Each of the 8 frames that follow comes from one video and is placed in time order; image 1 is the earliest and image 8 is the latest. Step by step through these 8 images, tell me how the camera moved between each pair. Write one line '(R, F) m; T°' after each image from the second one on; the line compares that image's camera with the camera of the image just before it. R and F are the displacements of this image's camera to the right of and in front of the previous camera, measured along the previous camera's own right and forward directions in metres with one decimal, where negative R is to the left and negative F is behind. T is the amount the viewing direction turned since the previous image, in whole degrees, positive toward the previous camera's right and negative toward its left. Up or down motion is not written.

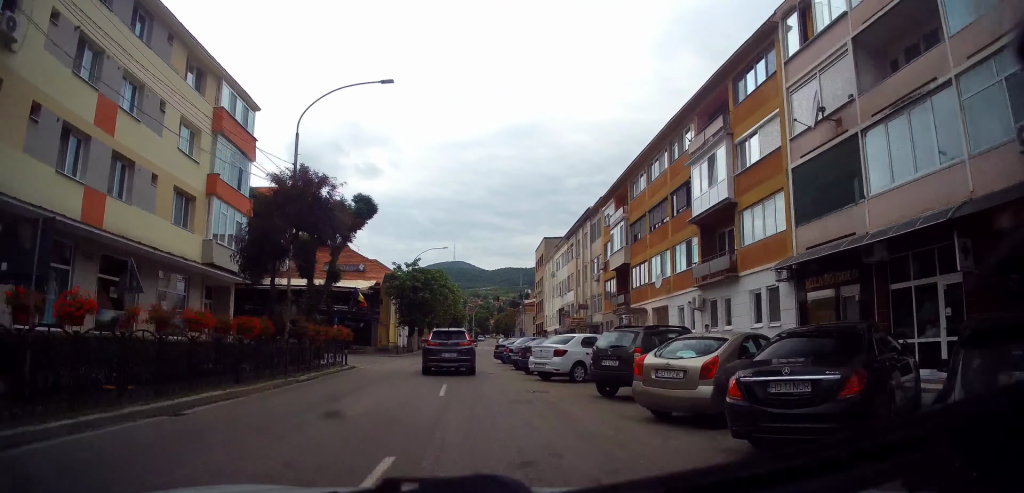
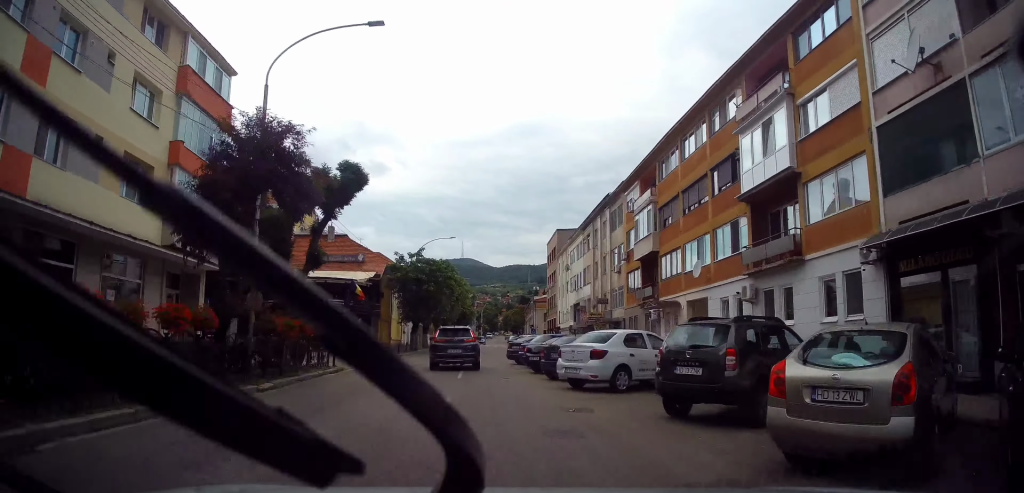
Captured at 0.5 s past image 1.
(0.0, +3.8) m; +1°
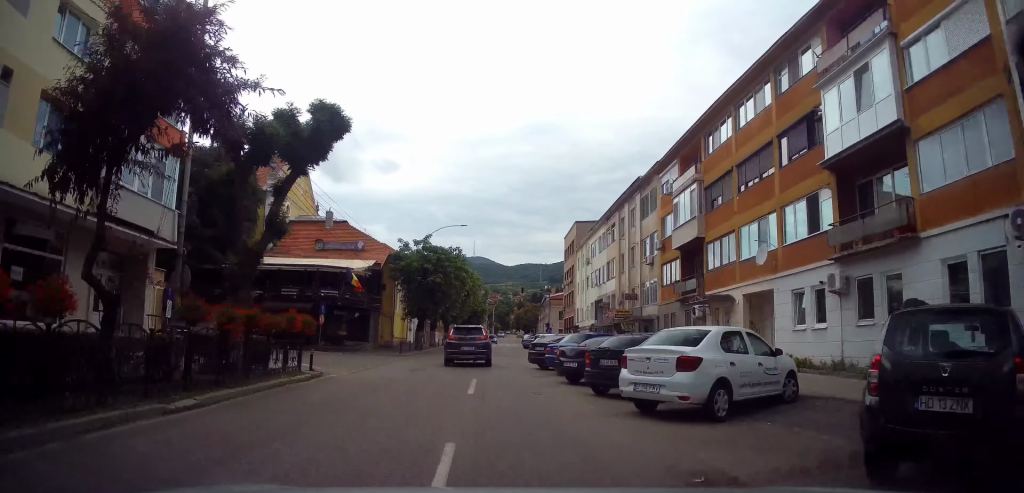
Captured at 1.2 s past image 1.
(0.0, +4.7) m; 0°
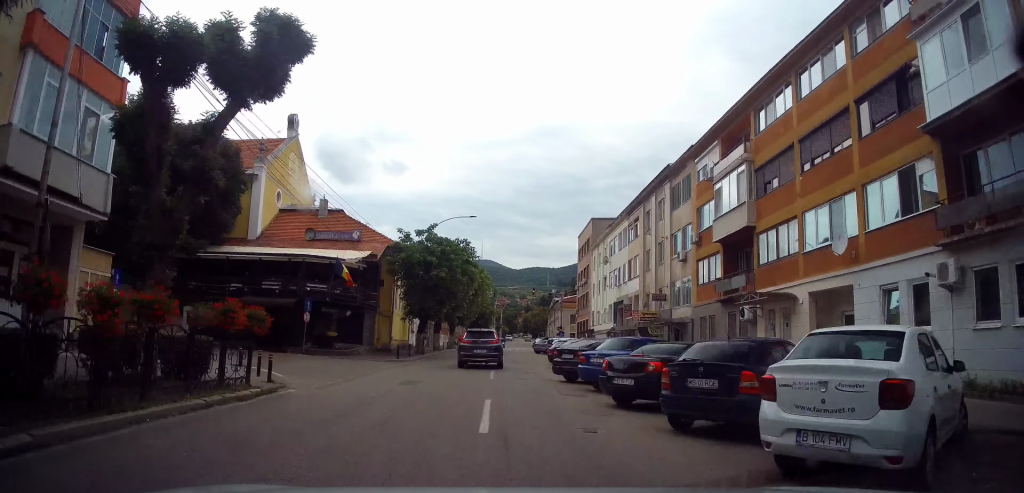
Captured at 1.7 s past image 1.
(0.0, +4.2) m; 0°
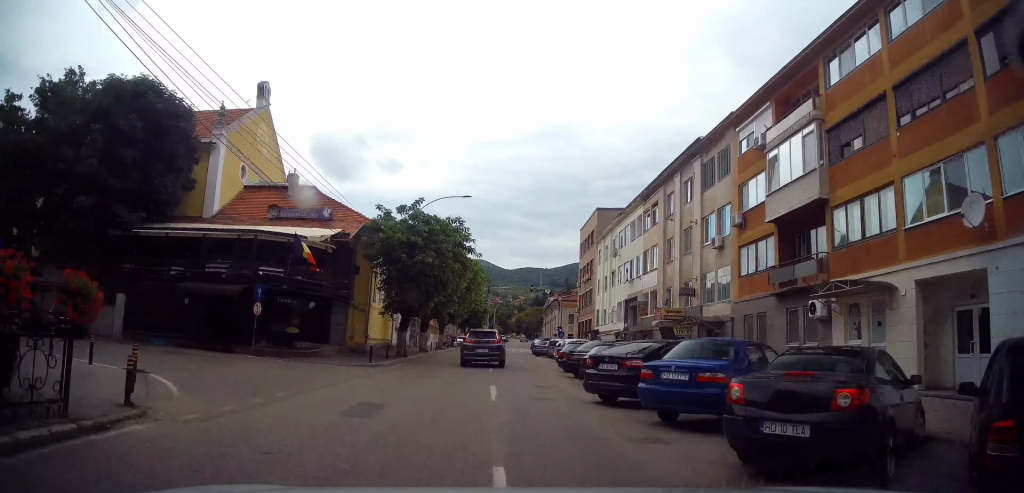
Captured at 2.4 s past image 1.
(0.0, +5.5) m; +1°
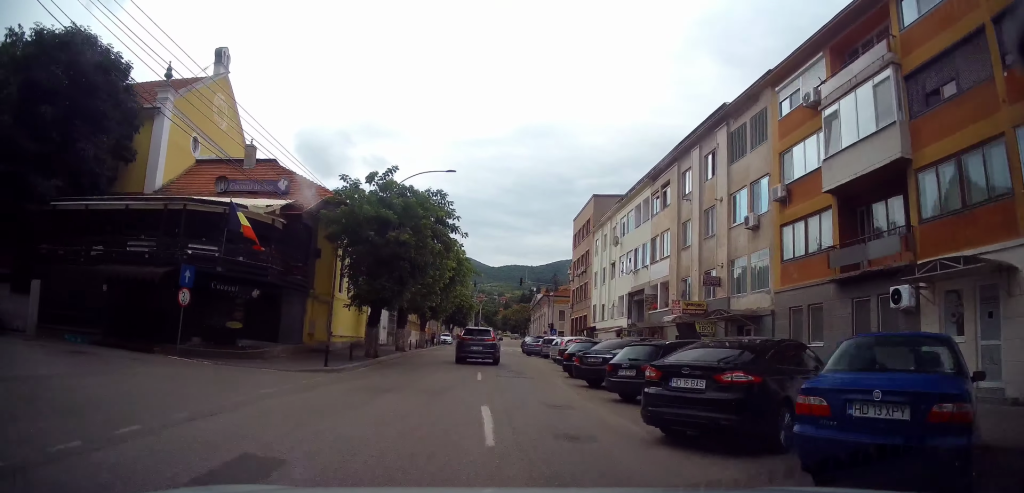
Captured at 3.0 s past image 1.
(0.0, +4.6) m; +1°
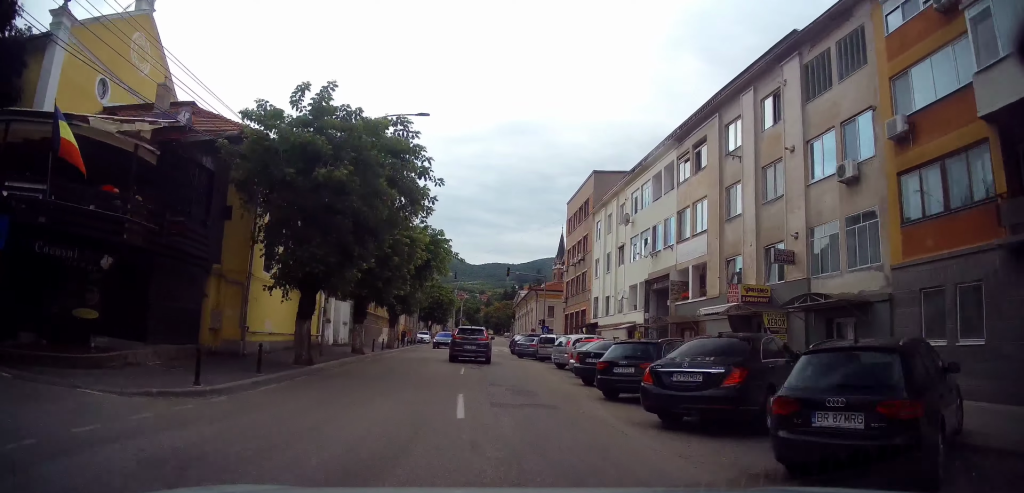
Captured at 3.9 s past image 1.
(+0.1, +7.2) m; +1°
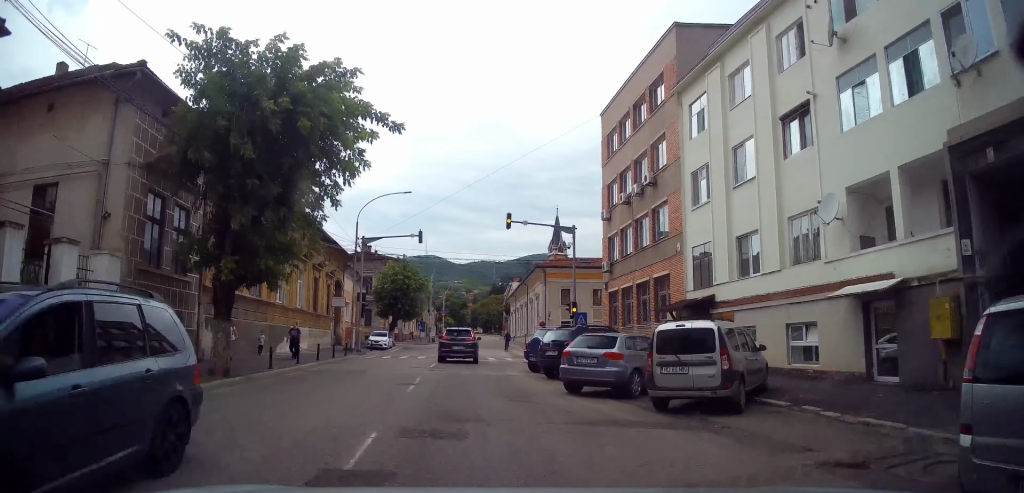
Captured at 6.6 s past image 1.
(-0.2, +22.9) m; -1°
